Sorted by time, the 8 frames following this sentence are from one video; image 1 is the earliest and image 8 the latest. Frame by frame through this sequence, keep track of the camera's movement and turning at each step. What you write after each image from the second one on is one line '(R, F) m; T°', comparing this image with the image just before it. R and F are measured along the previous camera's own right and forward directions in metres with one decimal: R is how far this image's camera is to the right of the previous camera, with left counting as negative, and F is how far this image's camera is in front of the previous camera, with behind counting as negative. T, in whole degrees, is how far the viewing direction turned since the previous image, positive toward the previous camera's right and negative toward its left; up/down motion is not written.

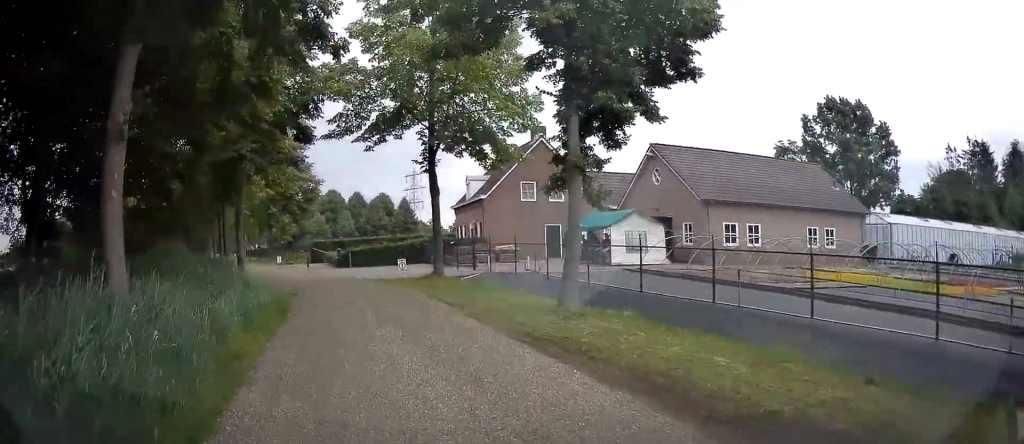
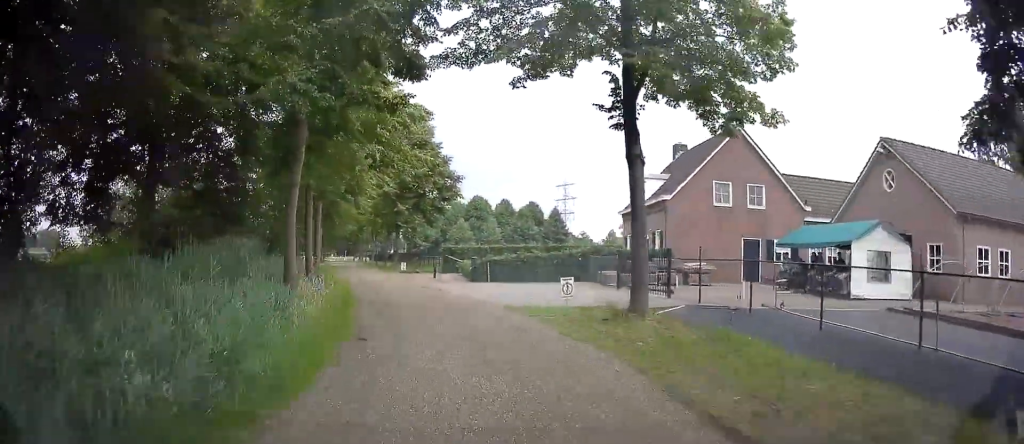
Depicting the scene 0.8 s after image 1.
(-5.0, +8.2) m; -24°
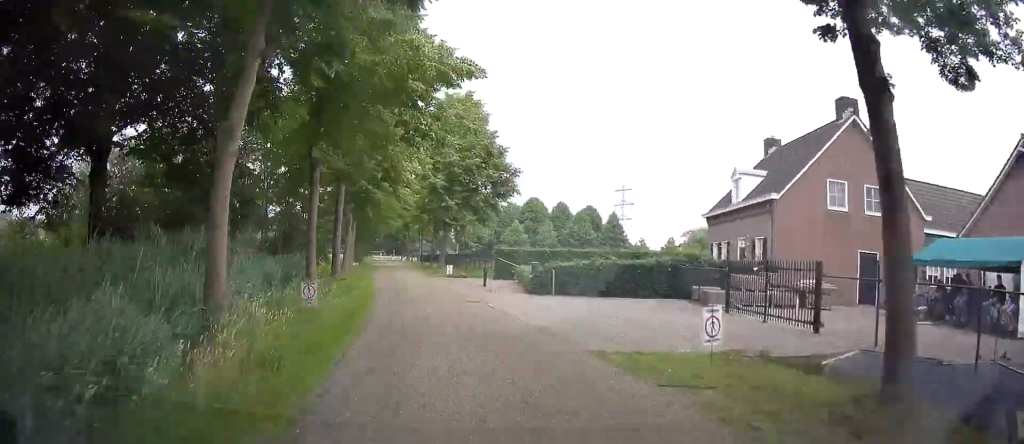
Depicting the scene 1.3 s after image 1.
(-0.3, +6.2) m; -4°
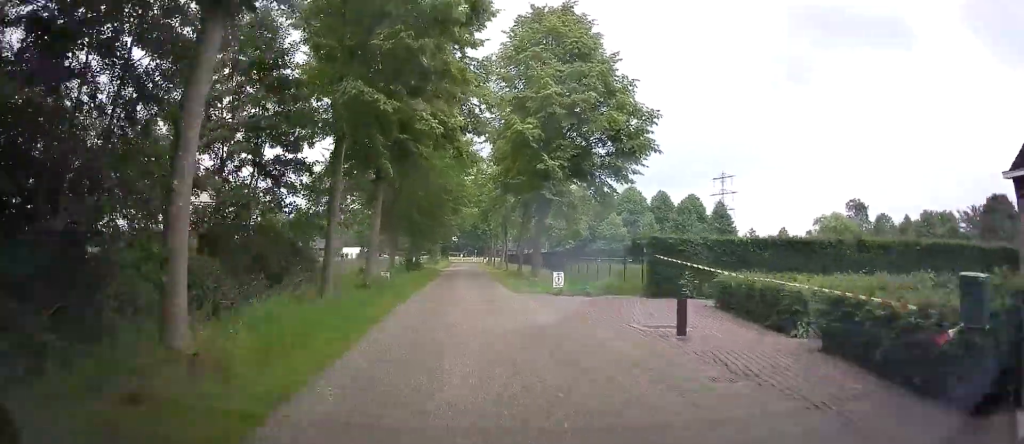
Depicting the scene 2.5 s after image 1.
(+0.1, +16.7) m; 0°
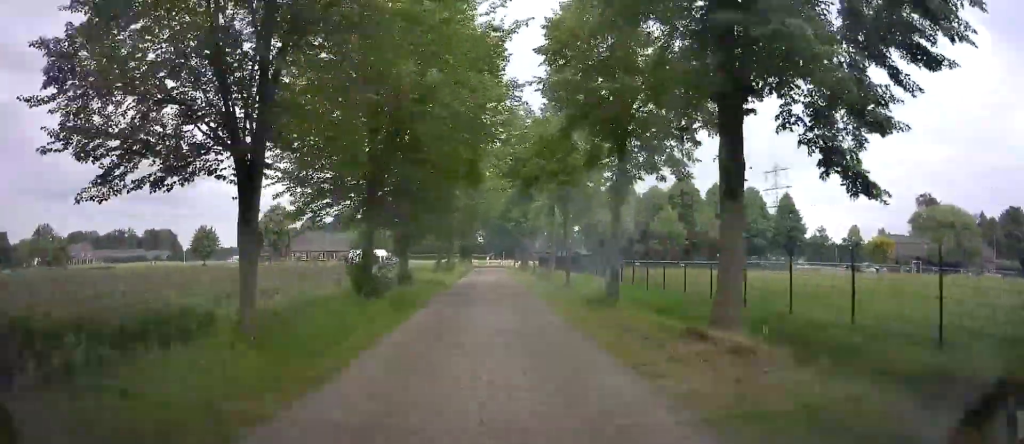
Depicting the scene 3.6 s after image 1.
(0.0, +19.2) m; 0°
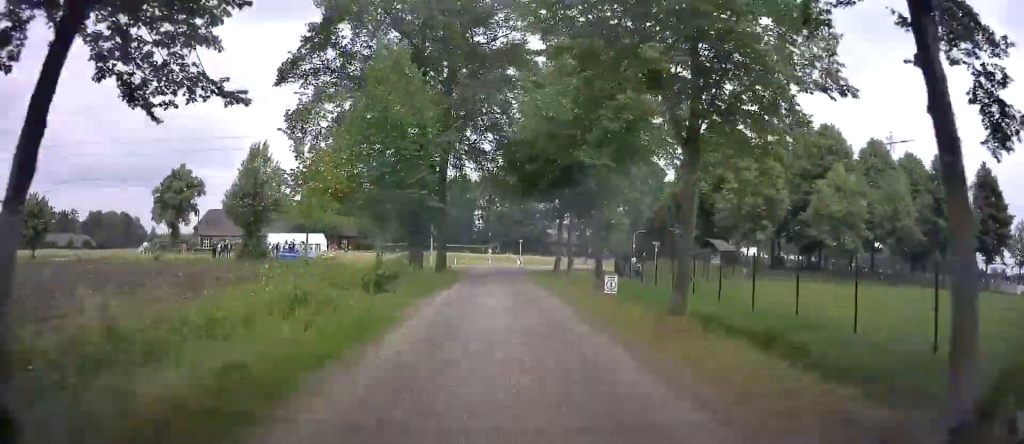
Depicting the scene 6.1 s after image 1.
(-0.9, +50.7) m; -1°
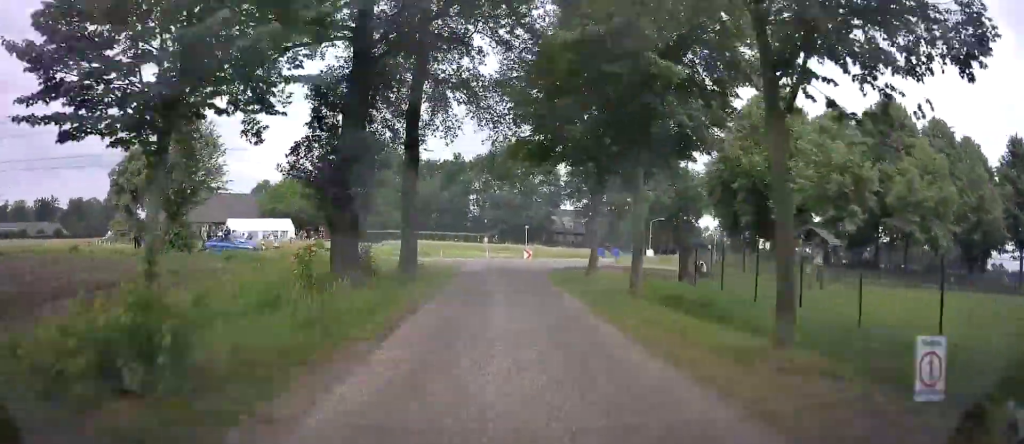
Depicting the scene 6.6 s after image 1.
(+0.1, +12.9) m; 0°
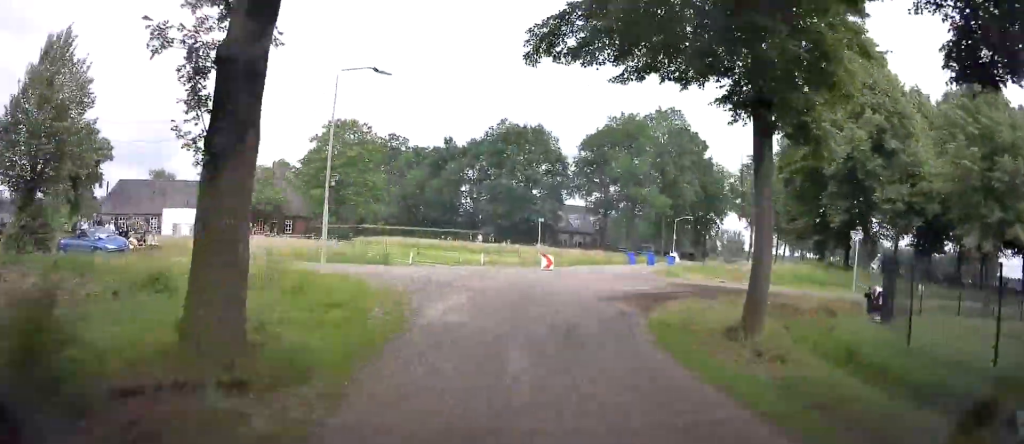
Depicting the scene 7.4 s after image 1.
(0.0, +14.7) m; +4°
